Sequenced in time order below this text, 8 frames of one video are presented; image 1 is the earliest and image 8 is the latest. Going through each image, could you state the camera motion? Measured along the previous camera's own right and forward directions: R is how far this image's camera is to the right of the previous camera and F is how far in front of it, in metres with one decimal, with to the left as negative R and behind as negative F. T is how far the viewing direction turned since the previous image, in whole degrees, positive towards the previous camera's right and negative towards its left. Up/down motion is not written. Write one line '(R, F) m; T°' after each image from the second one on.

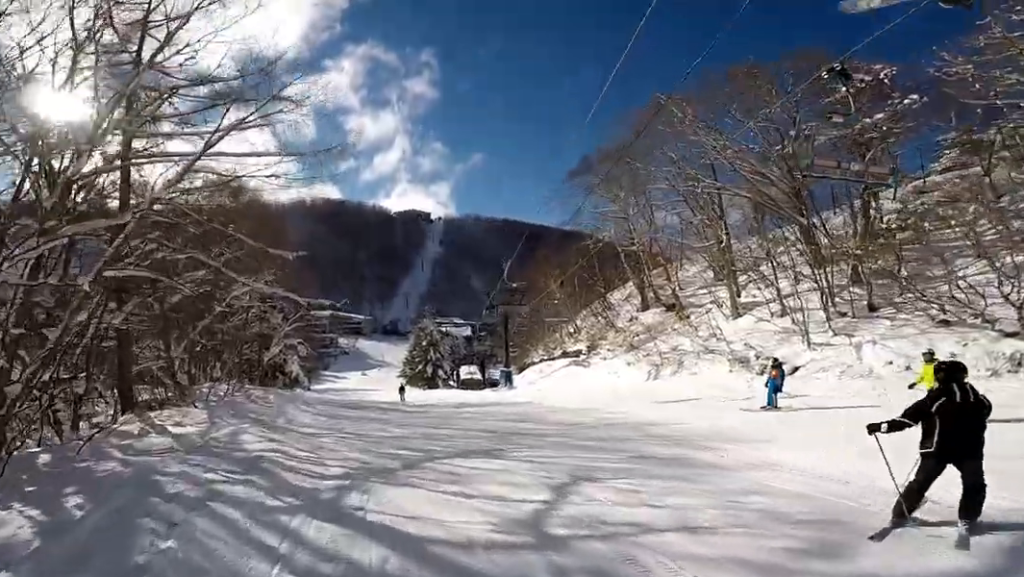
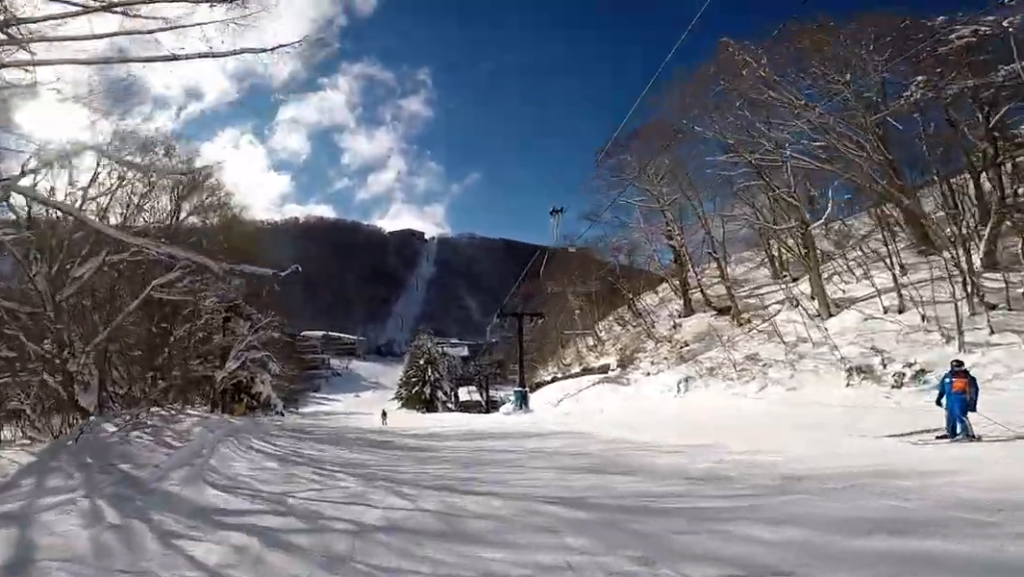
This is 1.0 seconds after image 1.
(-0.3, +7.4) m; -3°
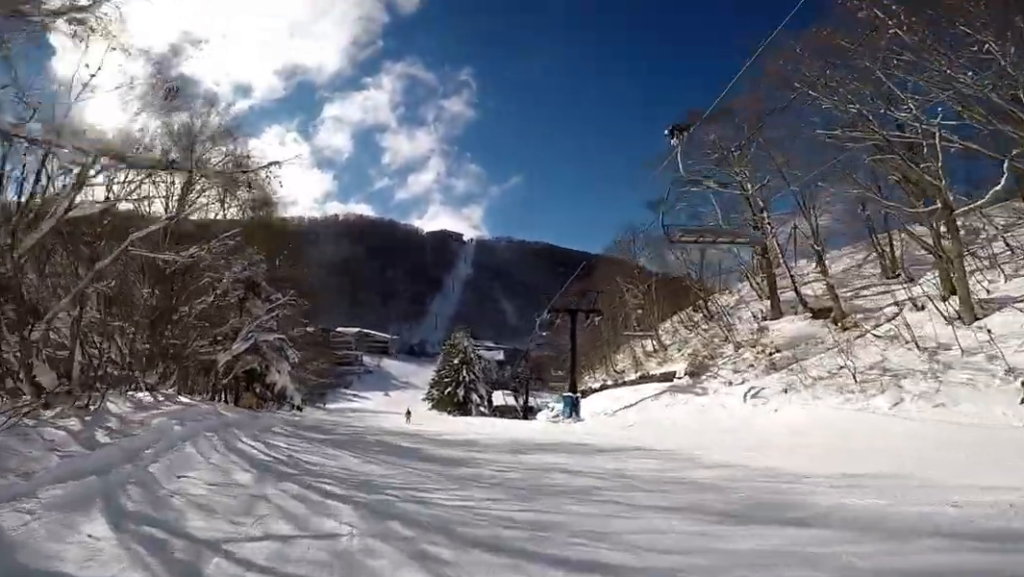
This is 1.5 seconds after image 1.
(-0.1, +4.0) m; -3°
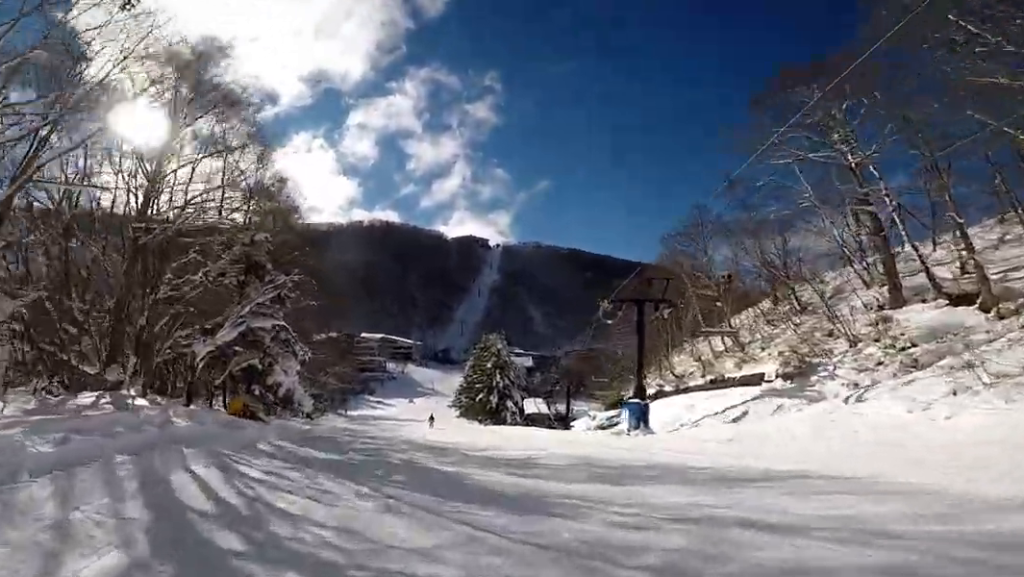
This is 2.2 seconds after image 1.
(+0.2, +5.2) m; -6°
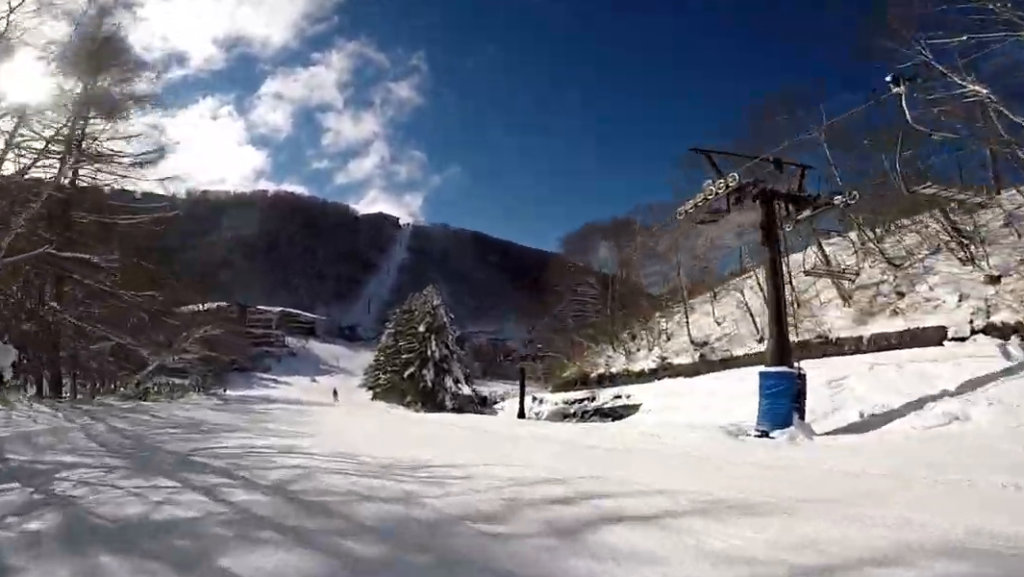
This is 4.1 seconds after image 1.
(+1.9, +16.0) m; +12°
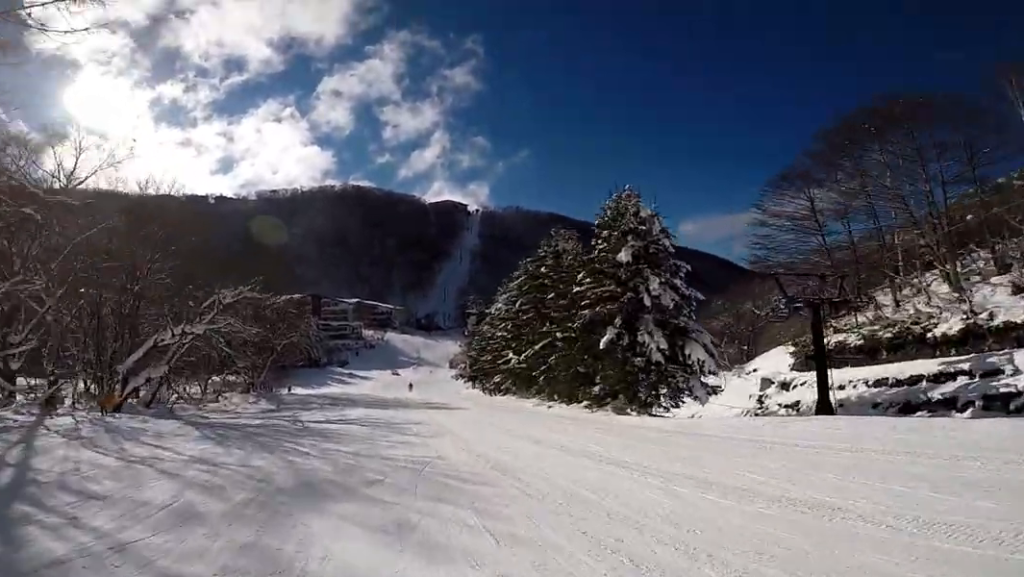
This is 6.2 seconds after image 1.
(-1.4, +20.4) m; +2°
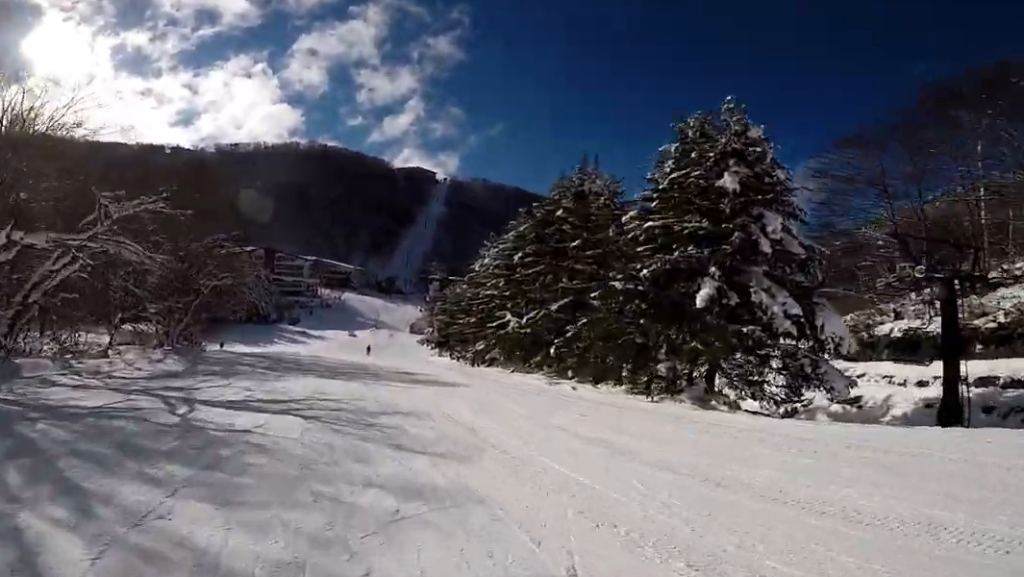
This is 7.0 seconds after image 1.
(+0.5, +8.4) m; -1°
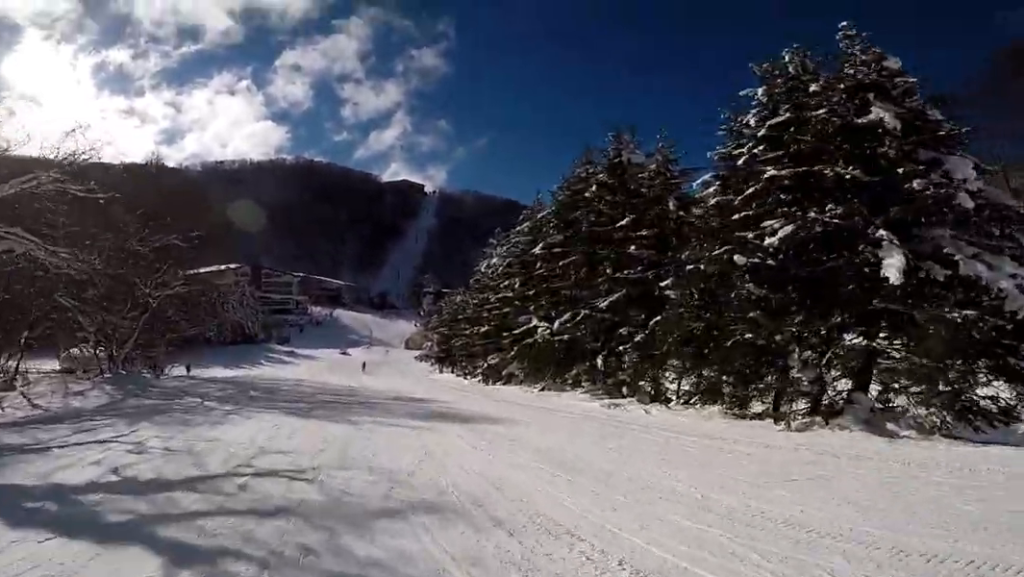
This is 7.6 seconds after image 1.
(0.0, +5.8) m; -4°
